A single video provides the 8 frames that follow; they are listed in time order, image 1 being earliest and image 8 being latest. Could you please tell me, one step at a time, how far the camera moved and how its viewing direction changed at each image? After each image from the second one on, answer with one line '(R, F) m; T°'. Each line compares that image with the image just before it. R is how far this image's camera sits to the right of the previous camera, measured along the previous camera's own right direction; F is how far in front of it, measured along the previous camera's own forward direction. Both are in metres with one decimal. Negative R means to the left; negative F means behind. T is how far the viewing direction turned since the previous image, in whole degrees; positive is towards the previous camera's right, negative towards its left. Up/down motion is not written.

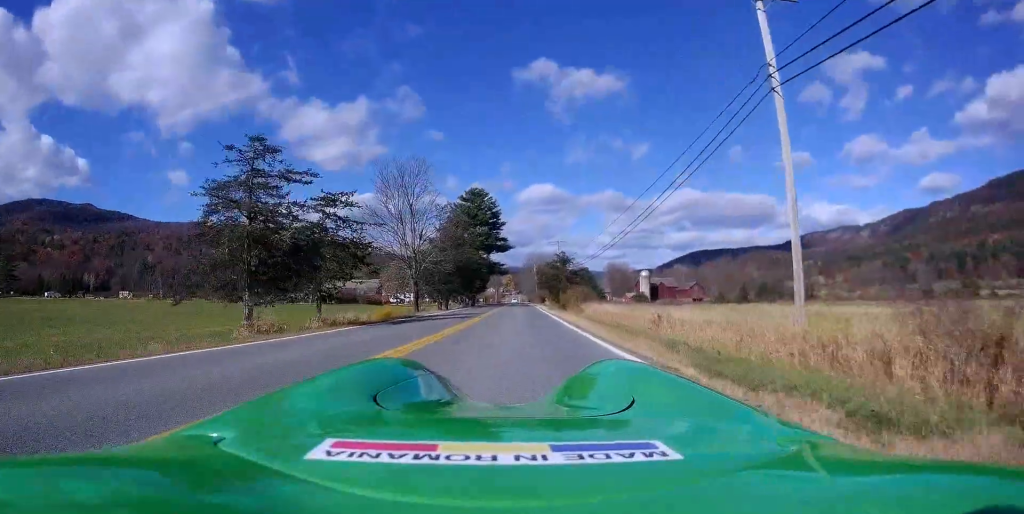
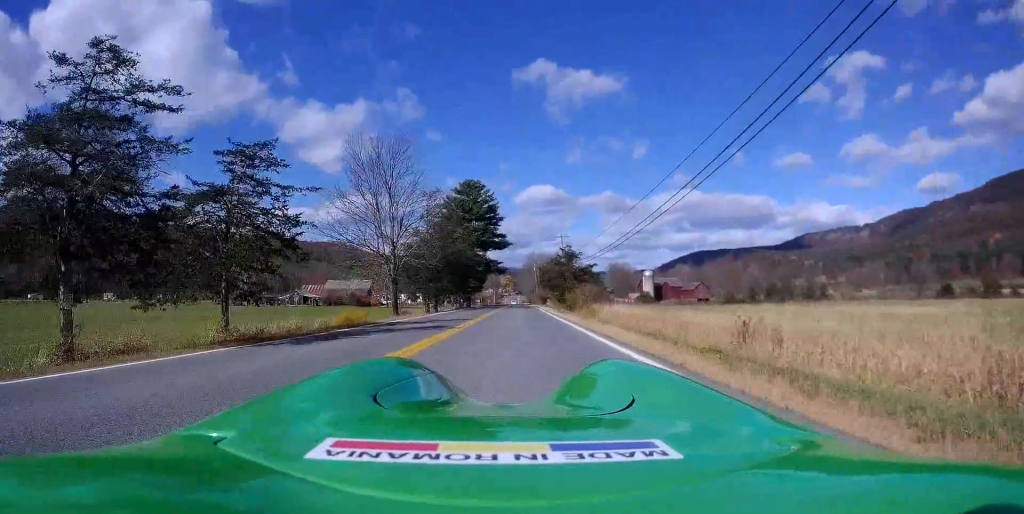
(+0.1, +8.7) m; +2°
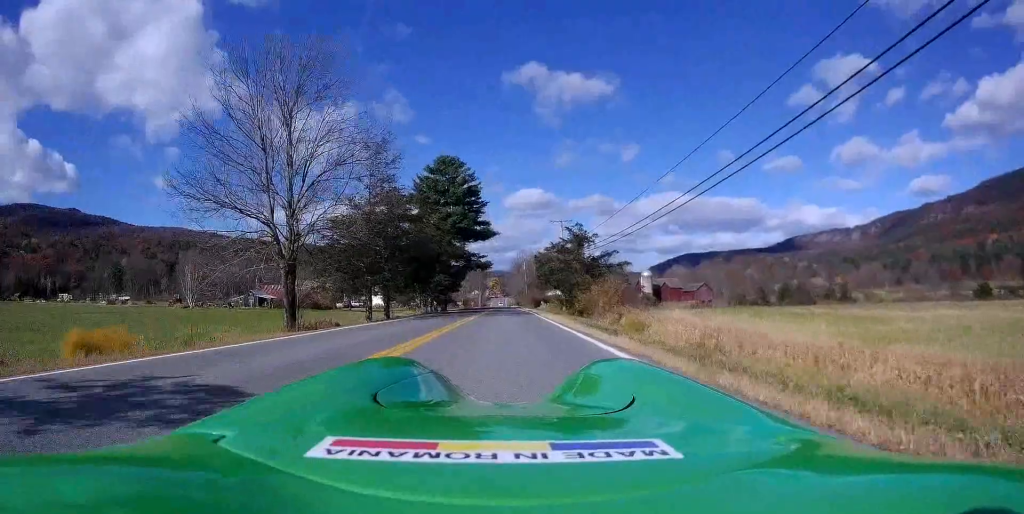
(+0.3, +18.1) m; +1°
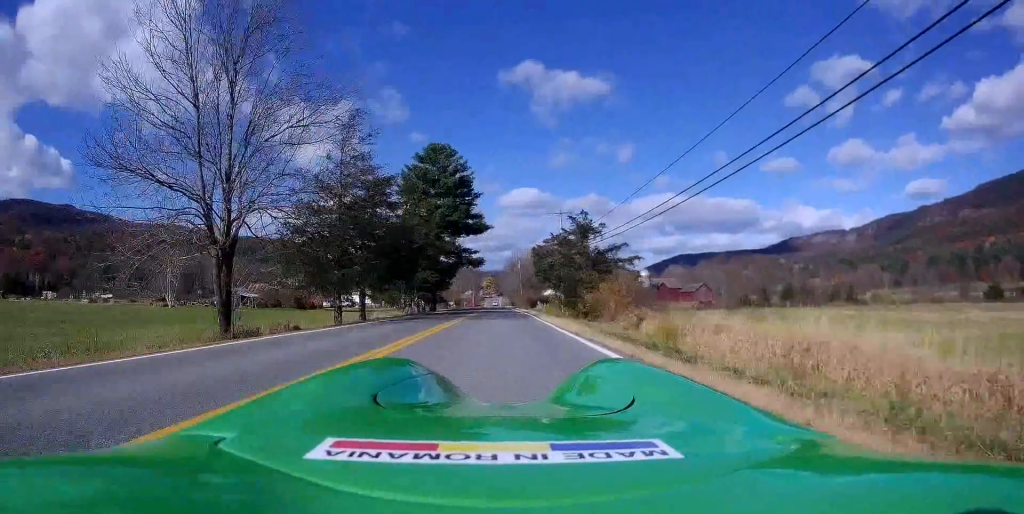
(-0.2, +5.6) m; 0°
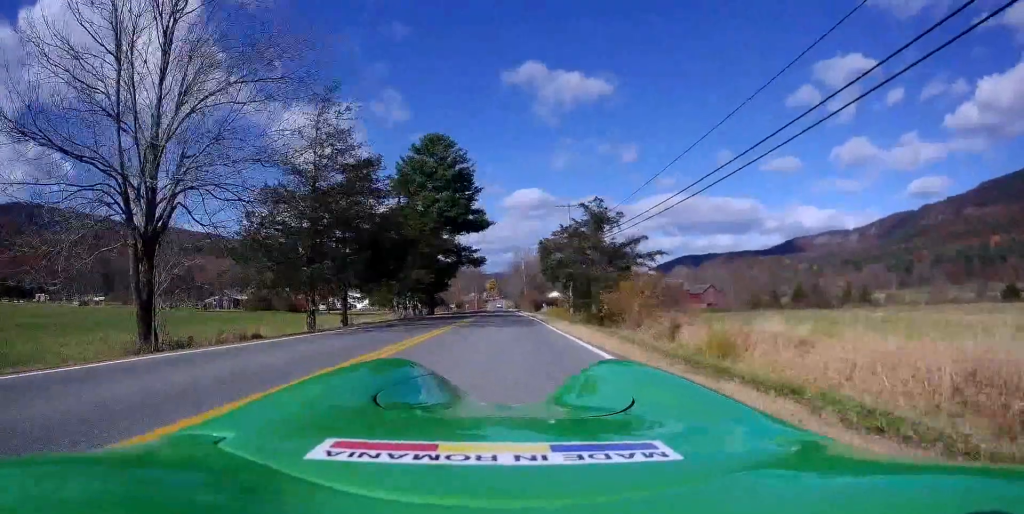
(+0.2, +4.7) m; 0°
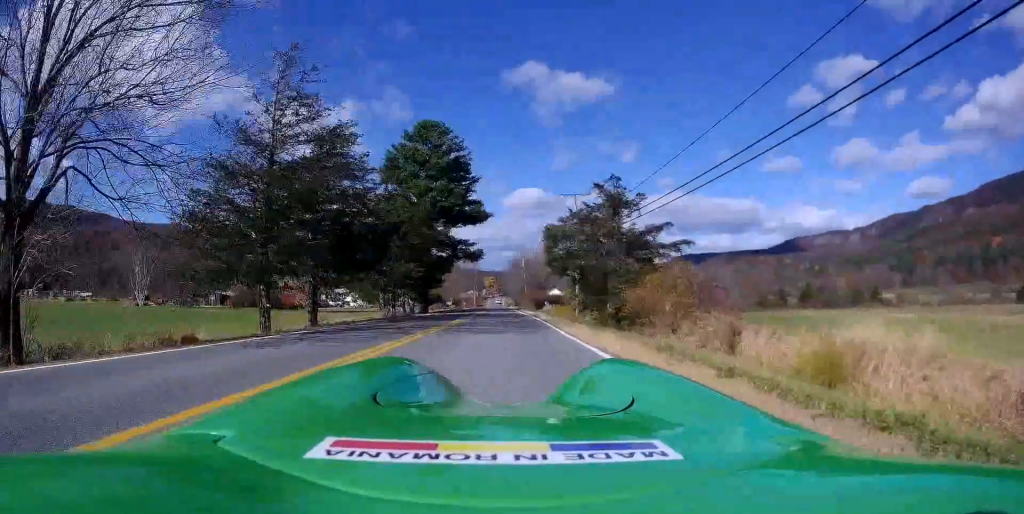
(+0.2, +5.2) m; 0°
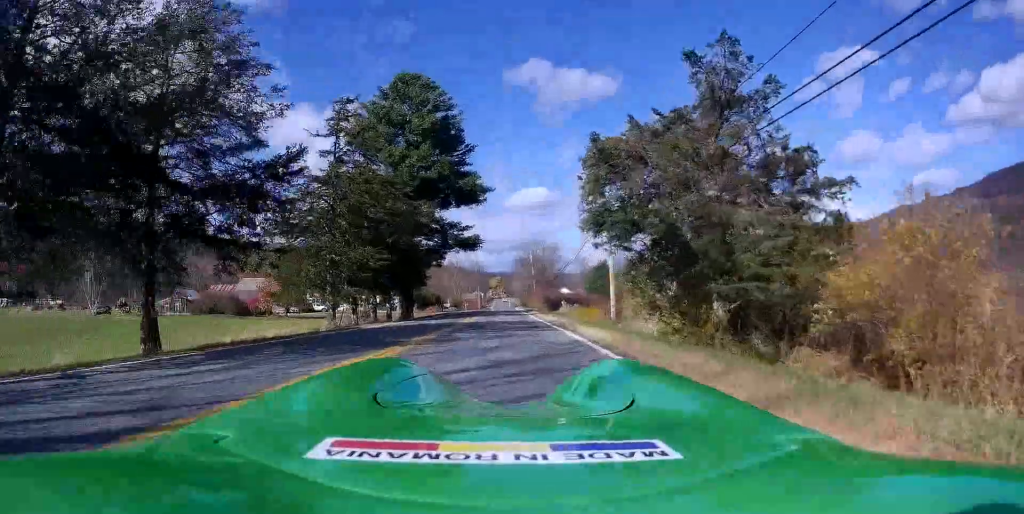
(-0.5, +13.9) m; -1°
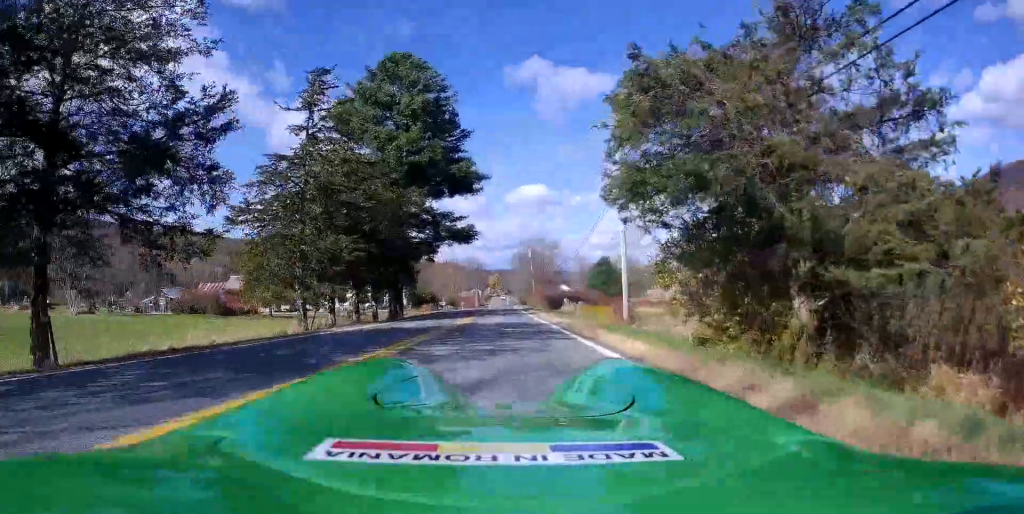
(-0.1, +4.3) m; +1°
